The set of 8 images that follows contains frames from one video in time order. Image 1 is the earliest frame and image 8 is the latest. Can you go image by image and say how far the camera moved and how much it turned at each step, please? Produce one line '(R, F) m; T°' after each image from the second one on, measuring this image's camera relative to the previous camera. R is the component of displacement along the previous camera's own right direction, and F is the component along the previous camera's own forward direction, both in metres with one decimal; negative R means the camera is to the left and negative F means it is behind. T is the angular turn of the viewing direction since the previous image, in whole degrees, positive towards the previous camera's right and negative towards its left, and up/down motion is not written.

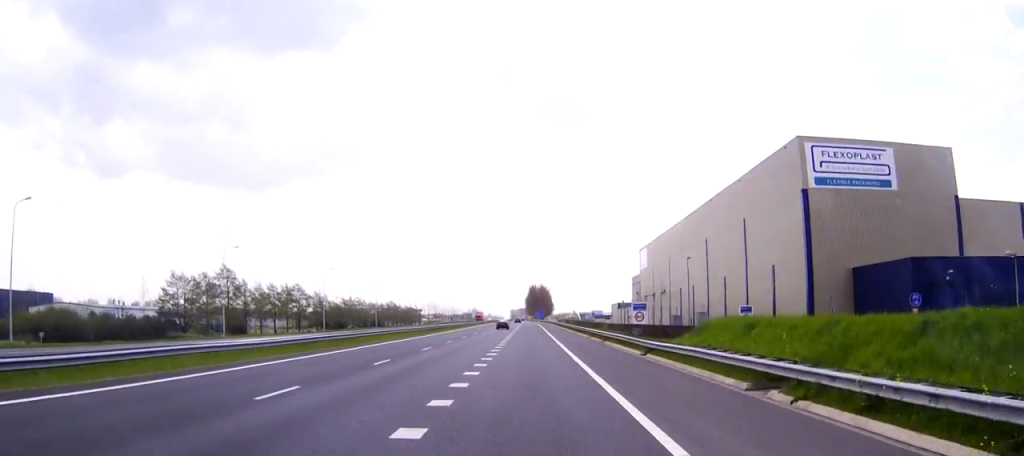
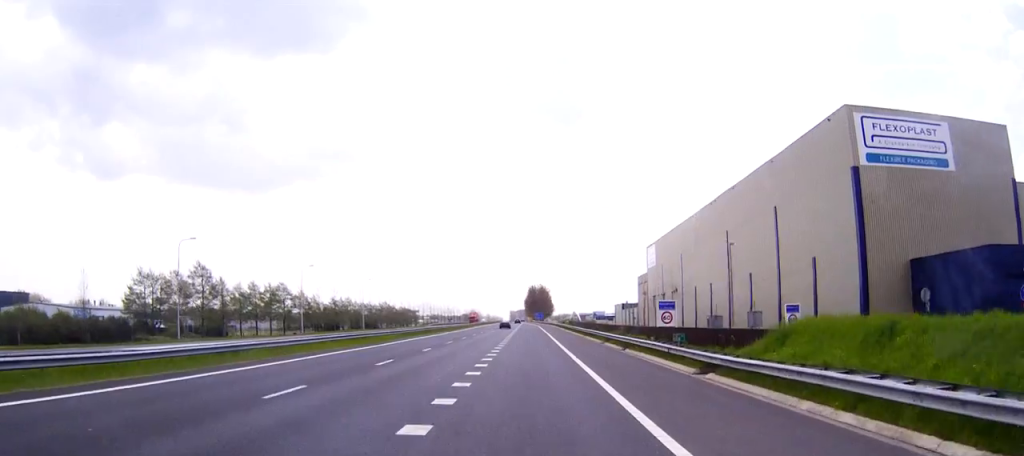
(0.0, +11.5) m; 0°
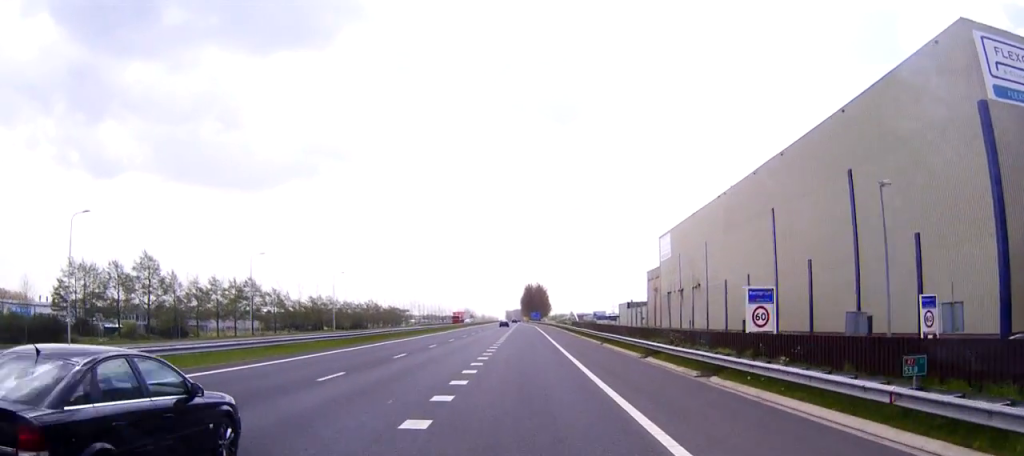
(0.0, +19.4) m; 0°
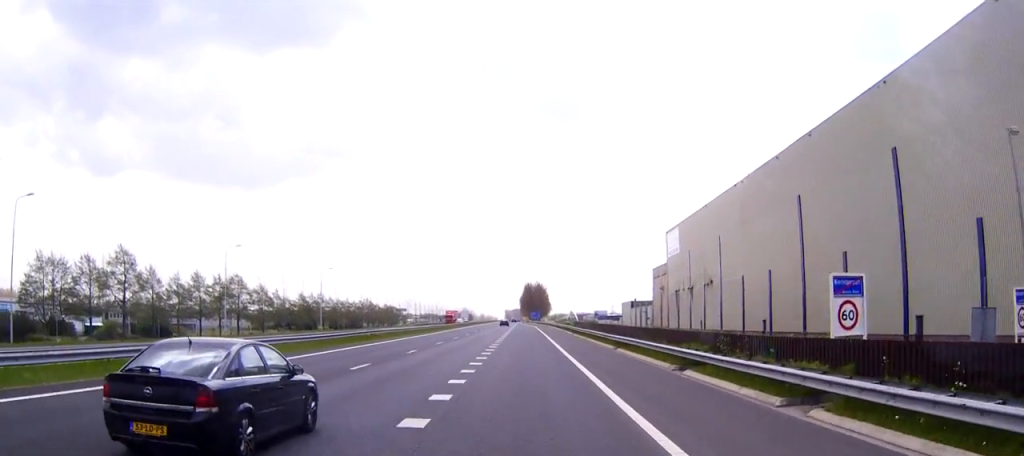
(0.0, +7.8) m; 0°
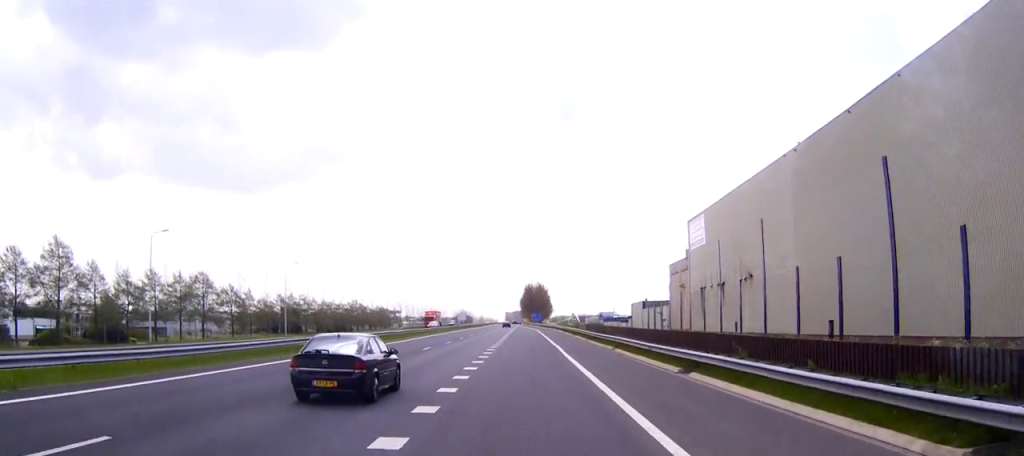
(0.0, +18.0) m; 0°
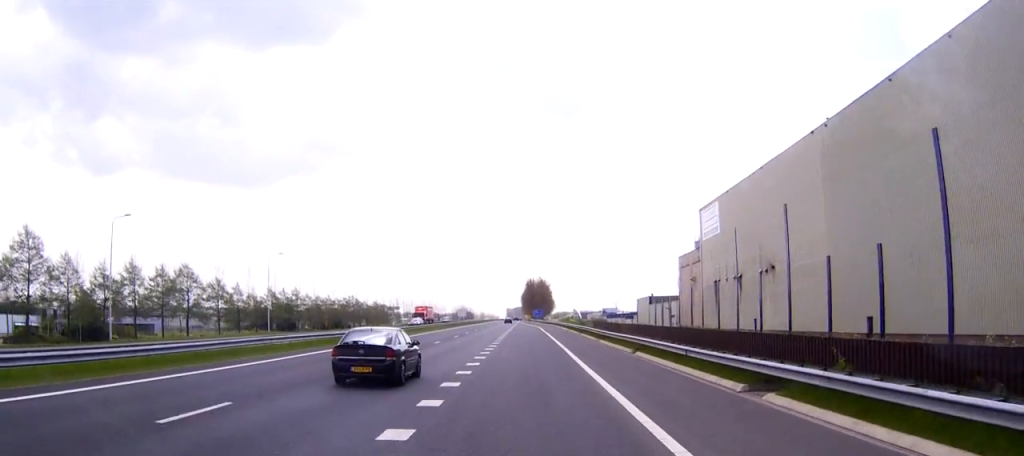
(0.0, +7.4) m; 0°
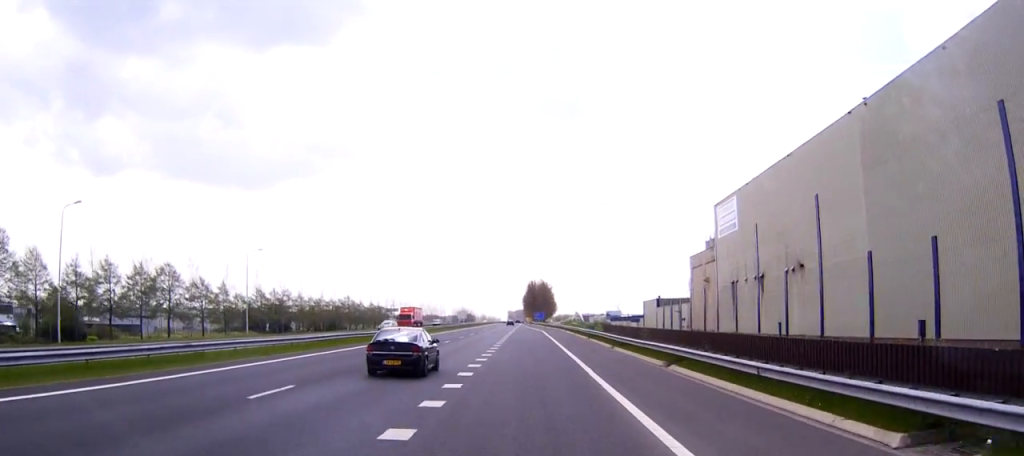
(0.0, +8.0) m; 0°
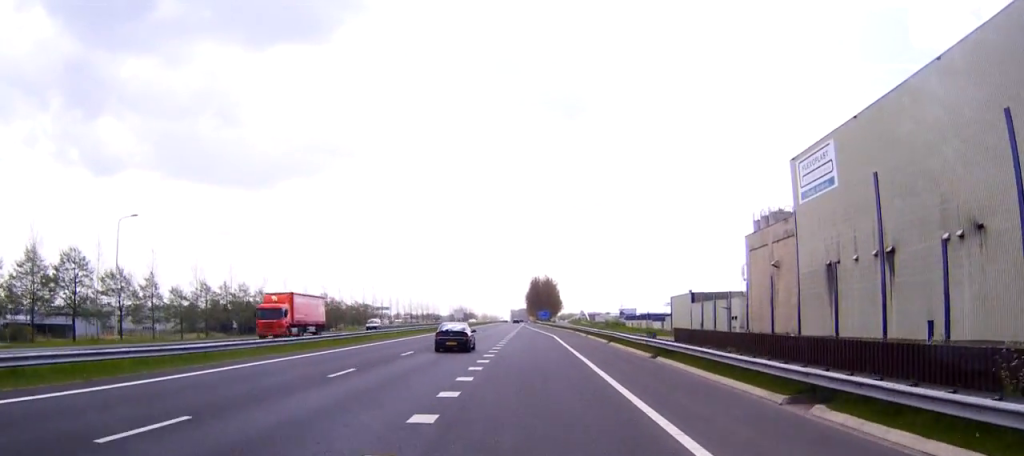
(0.0, +30.2) m; 0°
